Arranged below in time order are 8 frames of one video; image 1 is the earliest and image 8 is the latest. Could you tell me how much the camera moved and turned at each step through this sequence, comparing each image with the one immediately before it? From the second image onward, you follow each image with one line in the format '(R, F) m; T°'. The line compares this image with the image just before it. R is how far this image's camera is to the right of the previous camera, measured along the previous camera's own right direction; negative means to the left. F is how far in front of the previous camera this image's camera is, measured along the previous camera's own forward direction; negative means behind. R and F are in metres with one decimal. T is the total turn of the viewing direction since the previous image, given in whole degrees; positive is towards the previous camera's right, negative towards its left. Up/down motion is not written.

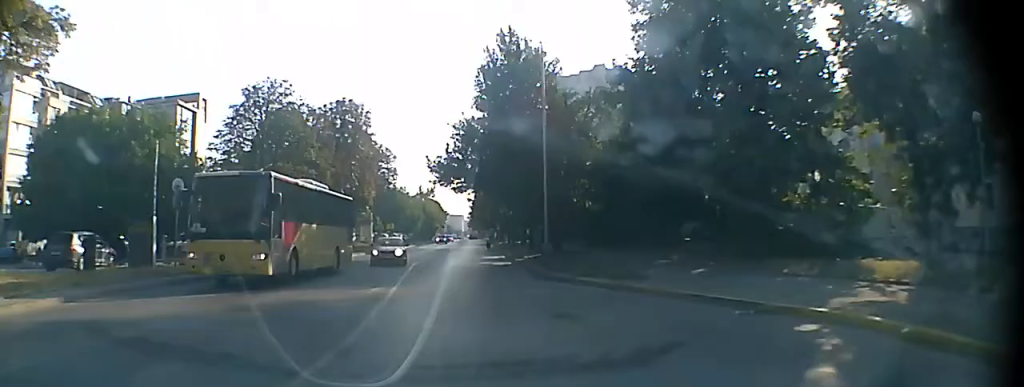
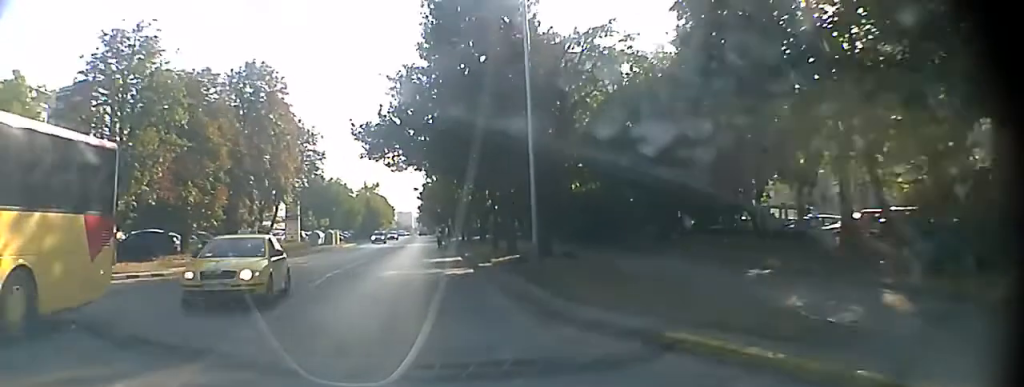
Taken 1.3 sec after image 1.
(-0.1, +14.7) m; -1°
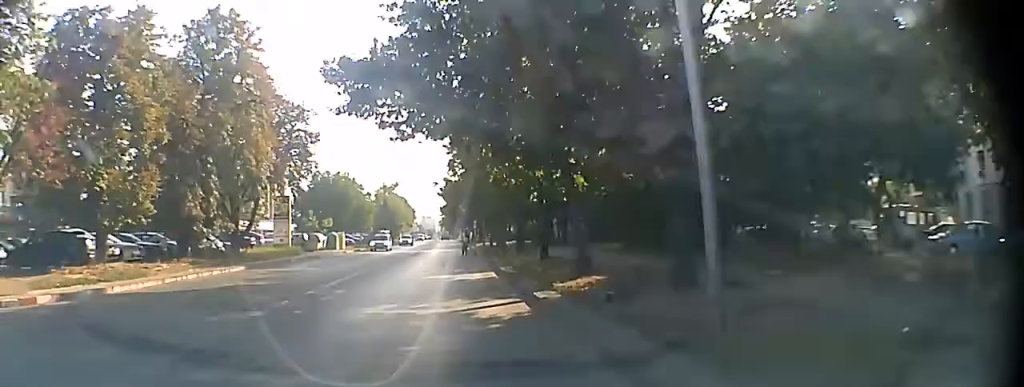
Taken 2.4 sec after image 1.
(0.0, +13.2) m; 0°
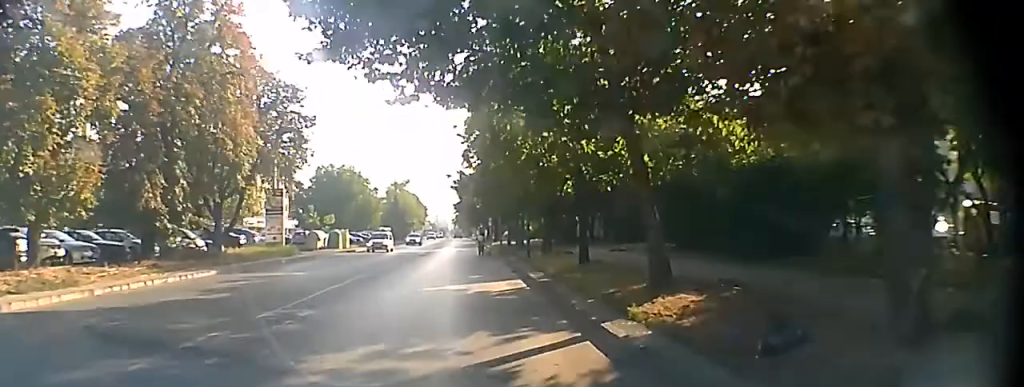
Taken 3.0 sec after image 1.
(0.0, +7.4) m; 0°
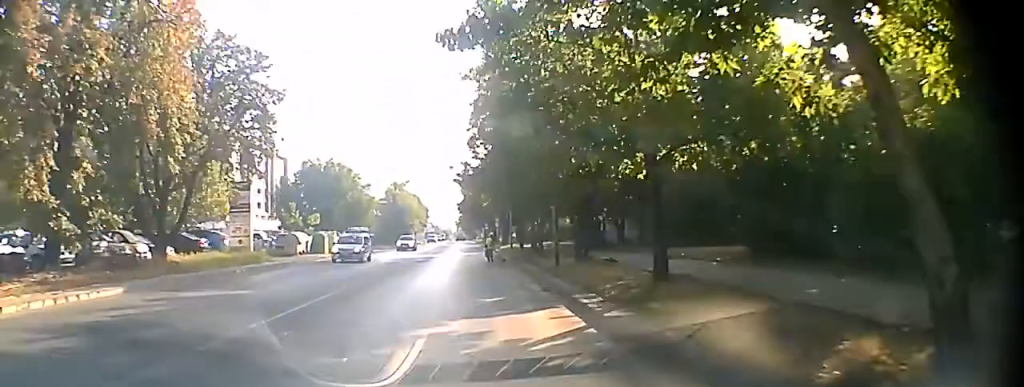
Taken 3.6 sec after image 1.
(0.0, +7.5) m; 0°
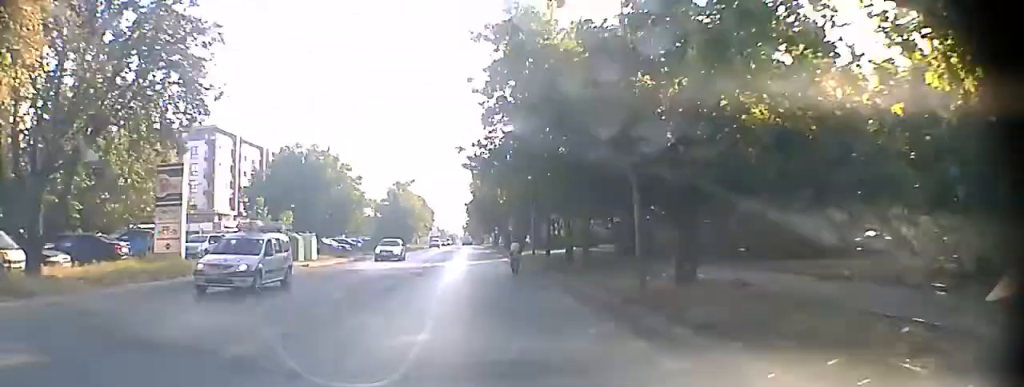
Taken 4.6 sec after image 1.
(+0.1, +12.7) m; +1°
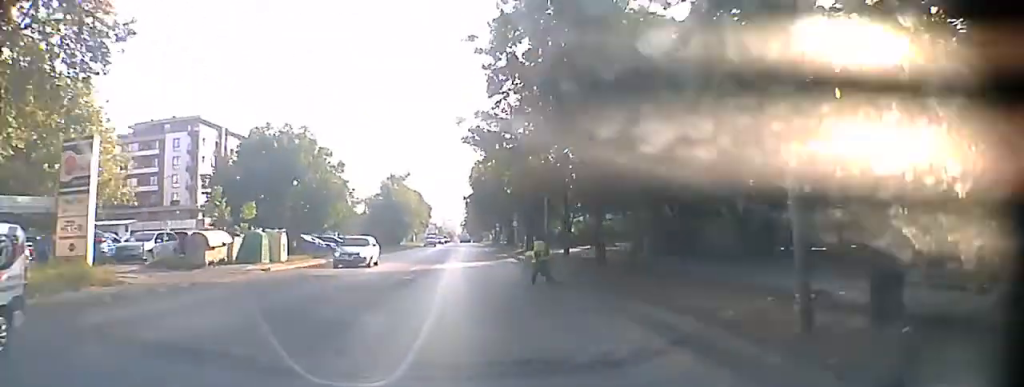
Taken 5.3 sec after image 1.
(+0.1, +8.9) m; +1°
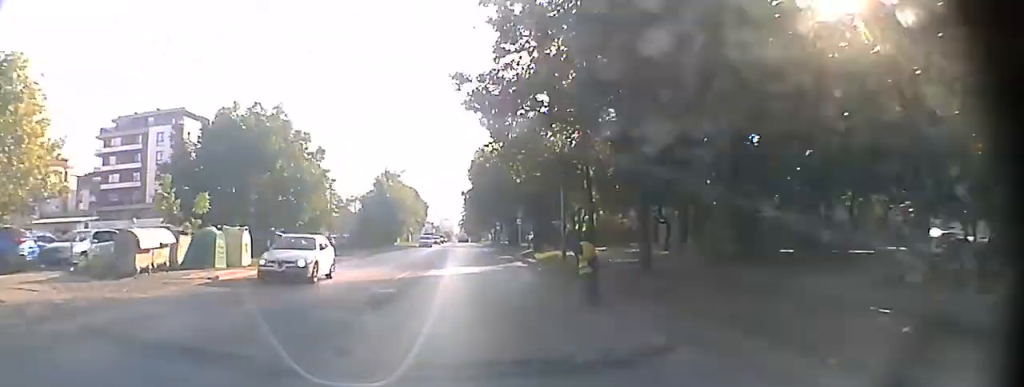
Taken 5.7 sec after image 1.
(0.0, +5.1) m; 0°
